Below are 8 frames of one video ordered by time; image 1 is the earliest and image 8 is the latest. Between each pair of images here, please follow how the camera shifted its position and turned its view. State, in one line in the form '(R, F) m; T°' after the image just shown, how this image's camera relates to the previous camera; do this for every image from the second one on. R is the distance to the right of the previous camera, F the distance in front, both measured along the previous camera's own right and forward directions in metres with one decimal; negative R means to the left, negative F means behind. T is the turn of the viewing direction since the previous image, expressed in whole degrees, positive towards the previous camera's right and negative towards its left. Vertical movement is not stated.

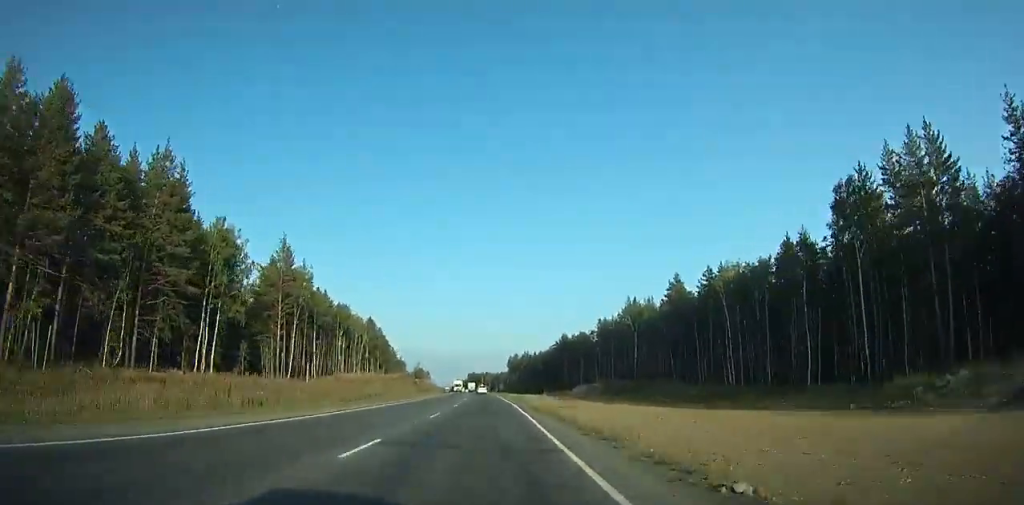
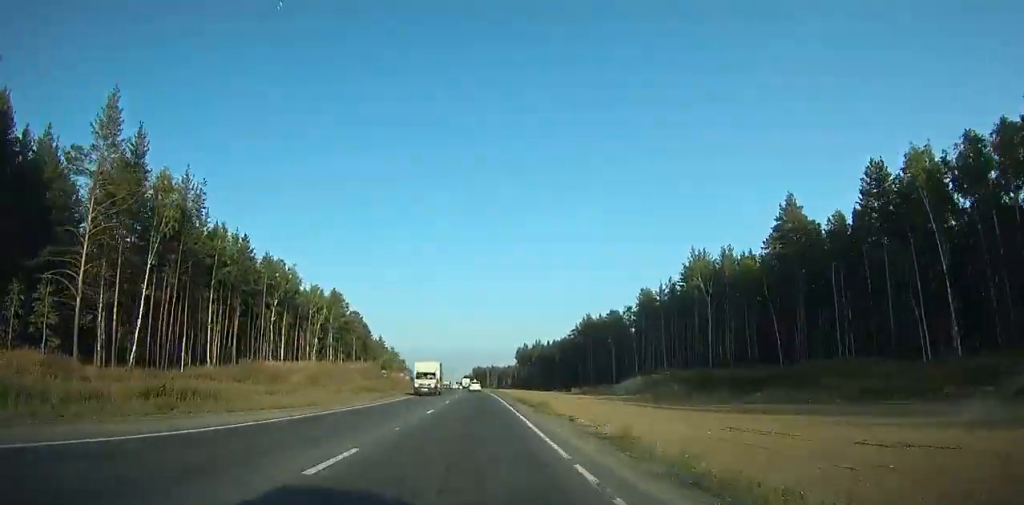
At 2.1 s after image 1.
(-7.6, +50.8) m; -4°
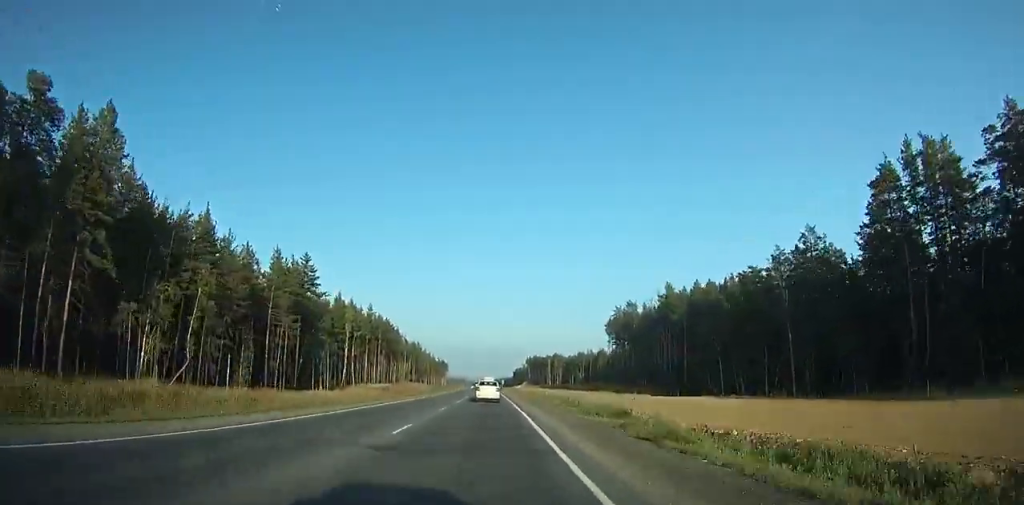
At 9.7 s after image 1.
(0.0, +166.3) m; -1°
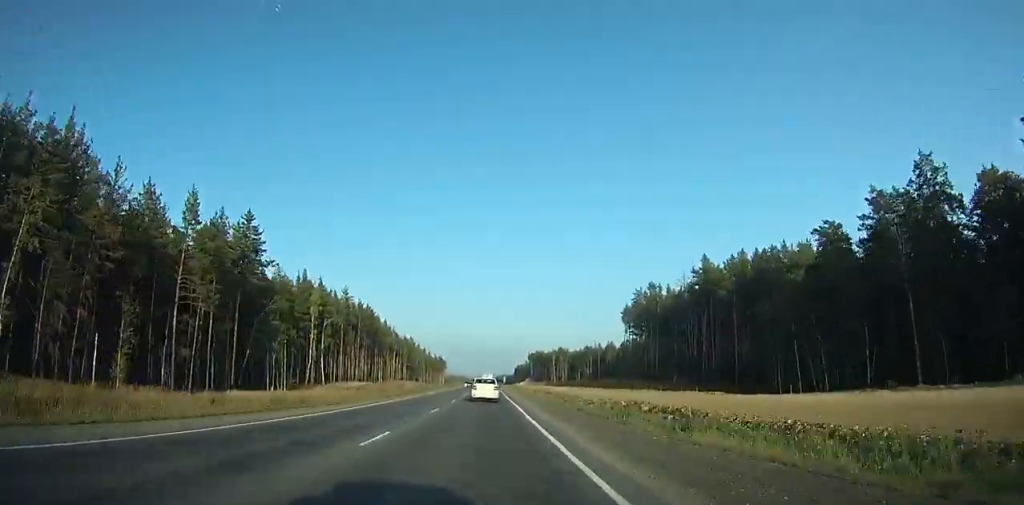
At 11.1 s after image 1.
(-0.7, +26.7) m; -1°
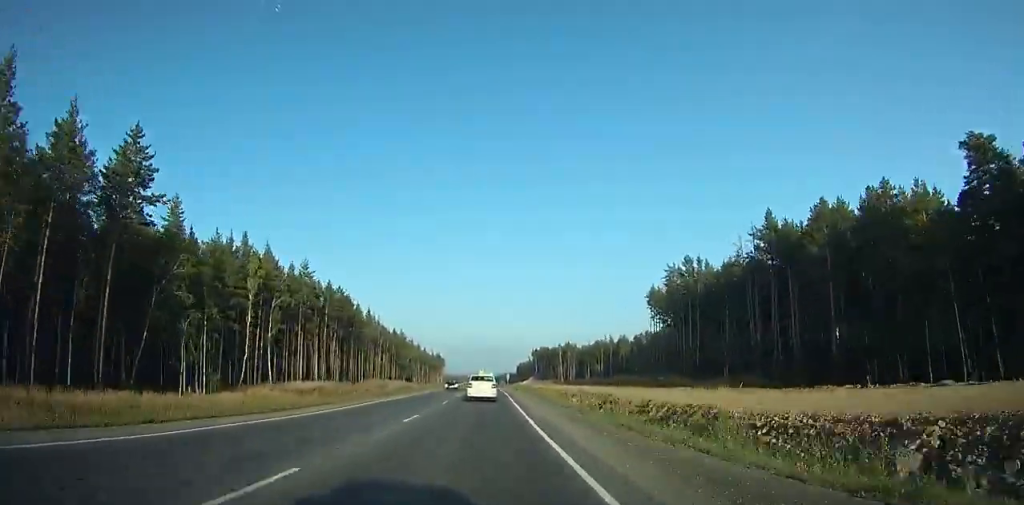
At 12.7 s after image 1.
(-0.3, +29.5) m; 0°
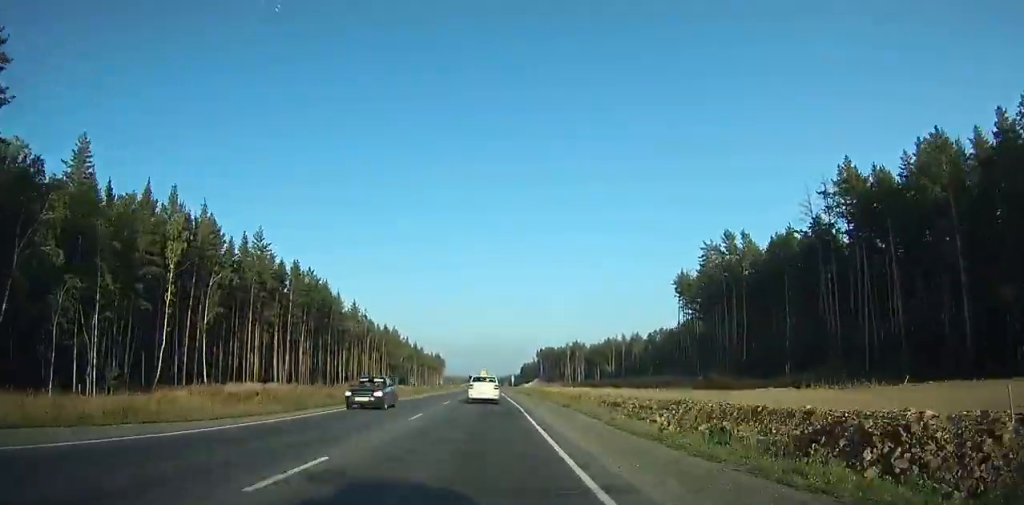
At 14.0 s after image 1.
(+0.2, +22.8) m; 0°
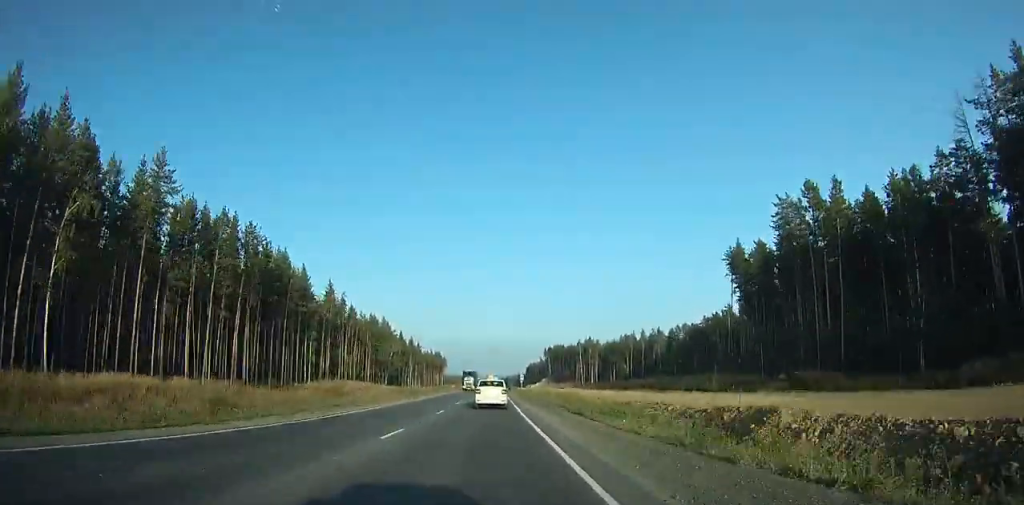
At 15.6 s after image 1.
(+0.1, +27.1) m; 0°
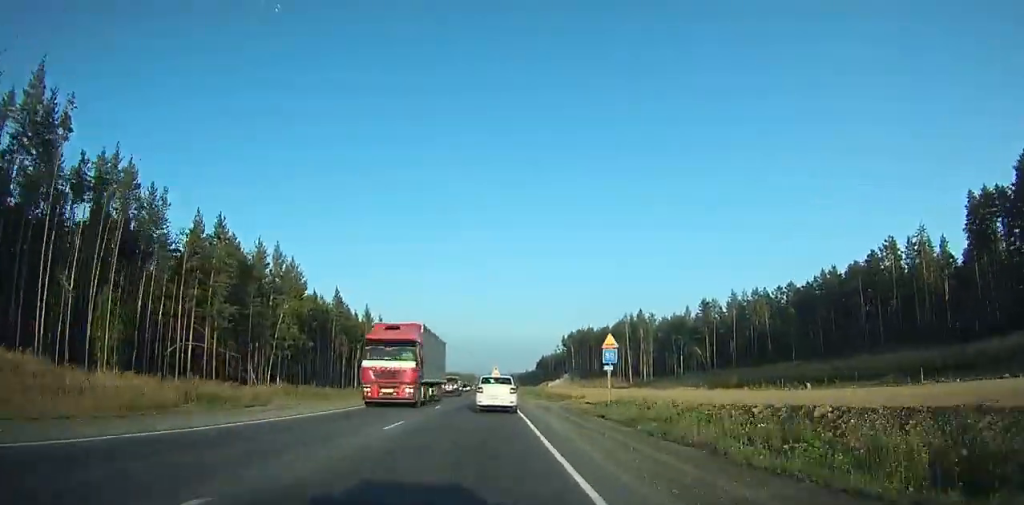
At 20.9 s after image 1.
(-0.7, +78.5) m; -1°
